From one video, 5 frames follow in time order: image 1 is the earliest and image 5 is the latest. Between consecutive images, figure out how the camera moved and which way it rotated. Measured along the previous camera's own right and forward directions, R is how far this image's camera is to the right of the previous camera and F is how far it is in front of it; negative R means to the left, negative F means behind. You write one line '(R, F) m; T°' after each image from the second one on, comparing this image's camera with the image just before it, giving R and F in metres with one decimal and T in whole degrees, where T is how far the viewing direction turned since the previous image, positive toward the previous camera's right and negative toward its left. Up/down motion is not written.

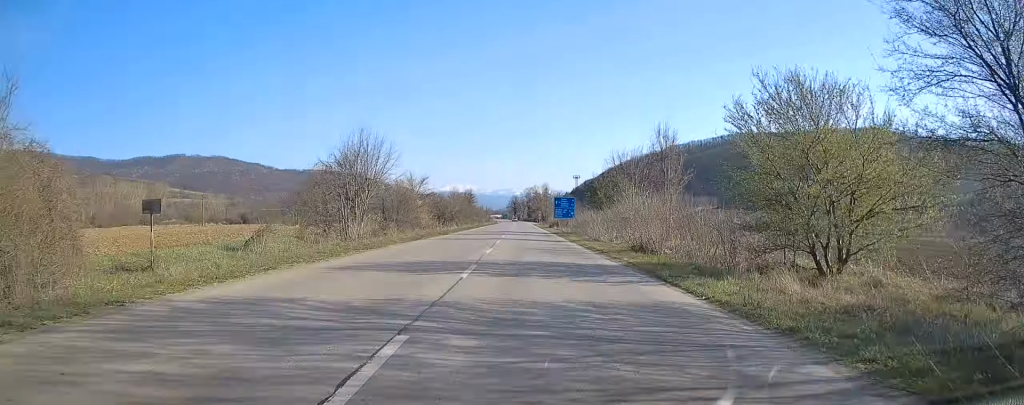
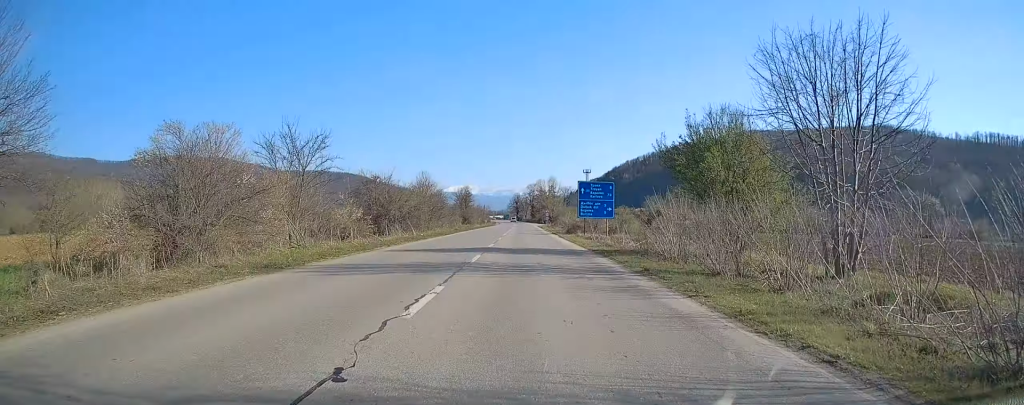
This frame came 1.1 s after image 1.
(-0.1, +32.1) m; 0°
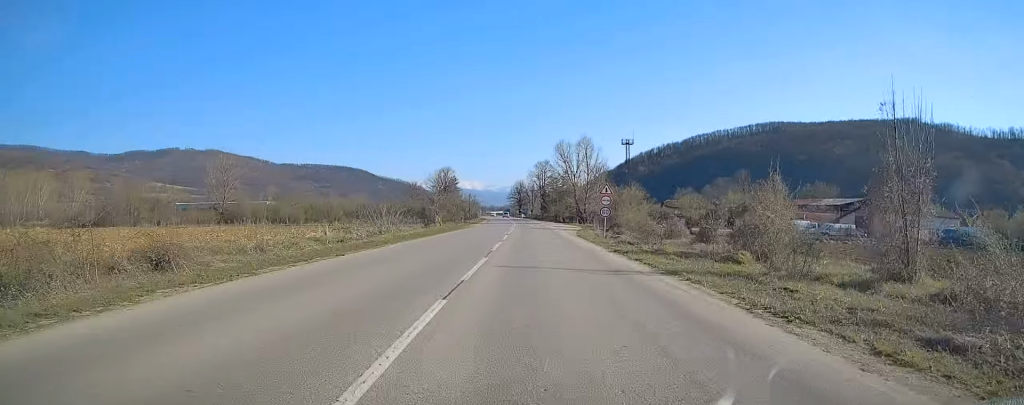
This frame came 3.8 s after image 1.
(-0.2, +78.7) m; 0°
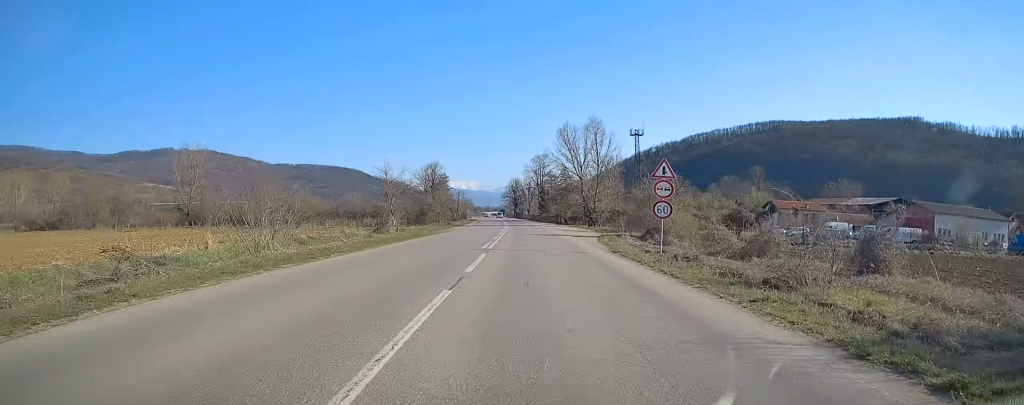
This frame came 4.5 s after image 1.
(-0.1, +17.3) m; 0°
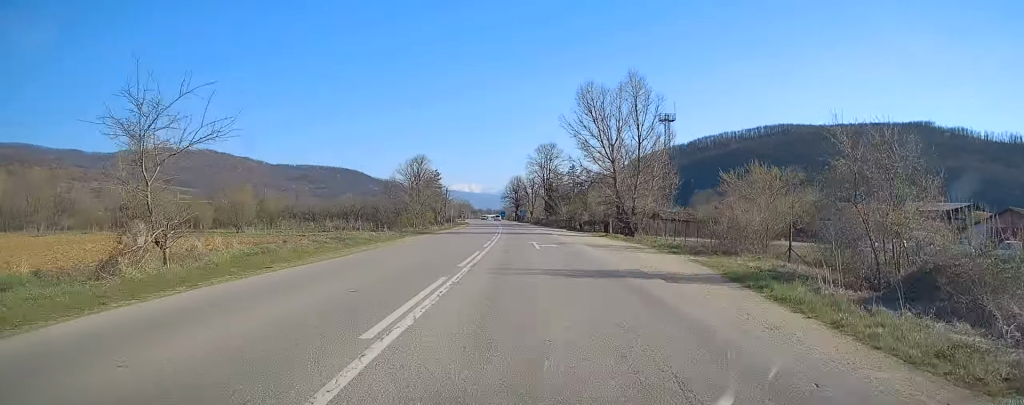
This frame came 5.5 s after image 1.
(-0.1, +25.5) m; 0°
